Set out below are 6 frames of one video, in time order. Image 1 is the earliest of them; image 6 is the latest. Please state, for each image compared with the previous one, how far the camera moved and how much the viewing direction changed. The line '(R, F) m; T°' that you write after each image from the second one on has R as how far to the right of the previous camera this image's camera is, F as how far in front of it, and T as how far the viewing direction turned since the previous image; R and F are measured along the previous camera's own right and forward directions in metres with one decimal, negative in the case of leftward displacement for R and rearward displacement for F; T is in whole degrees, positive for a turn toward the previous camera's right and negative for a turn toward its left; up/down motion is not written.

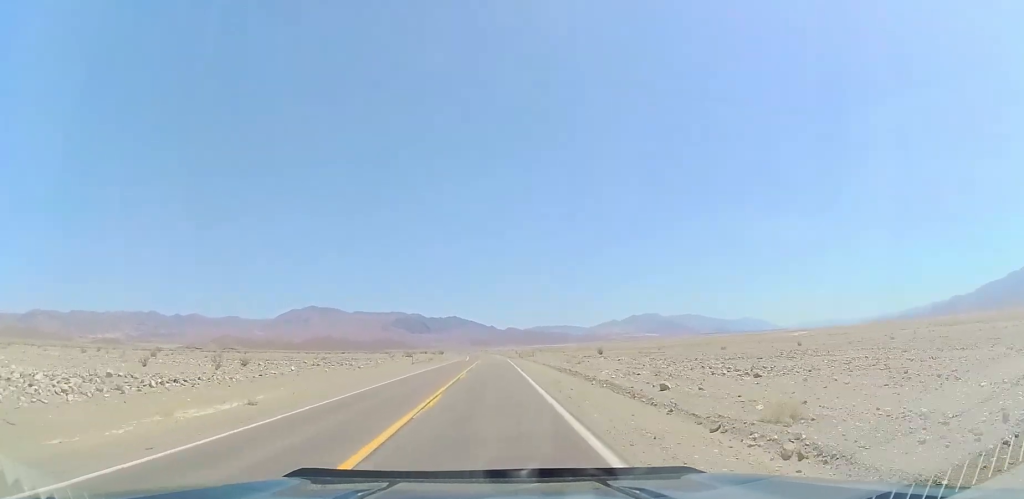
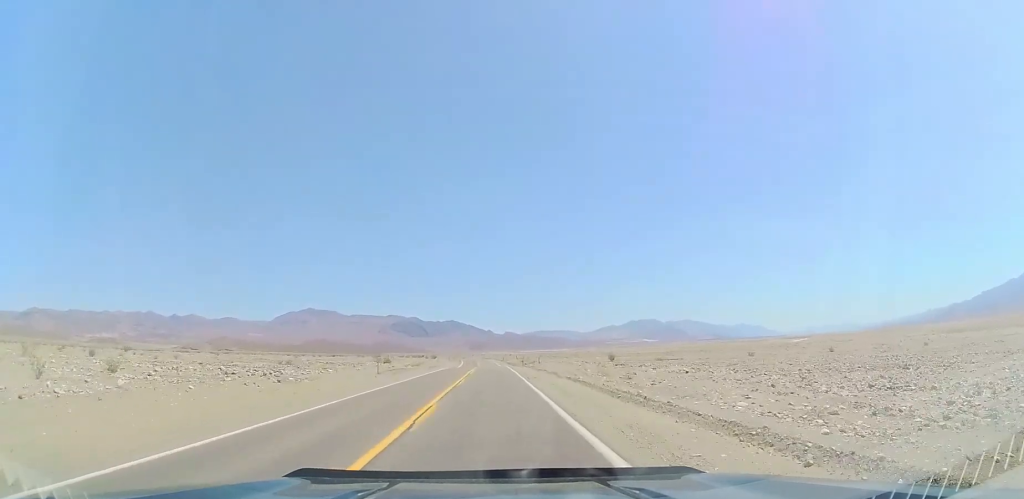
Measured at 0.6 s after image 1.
(+0.6, +16.9) m; +1°
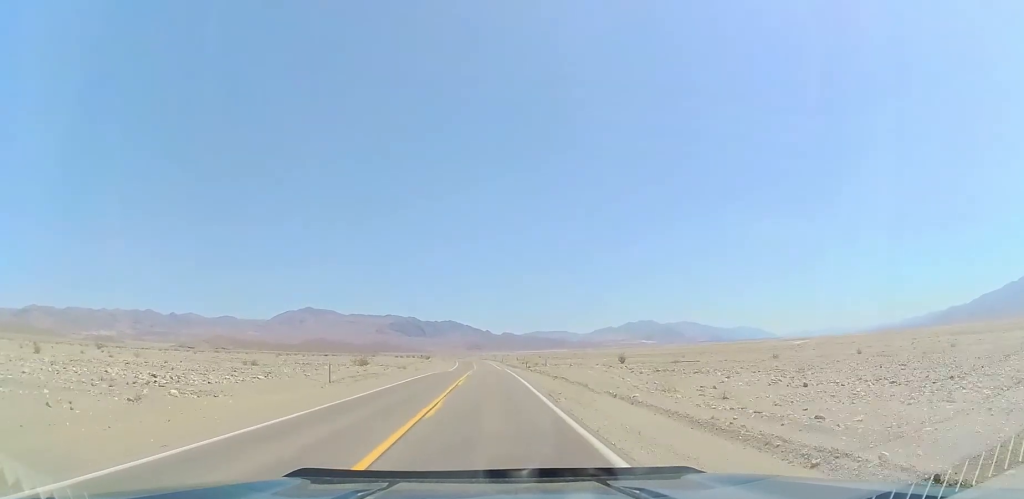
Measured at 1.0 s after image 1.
(-0.3, +12.4) m; -1°
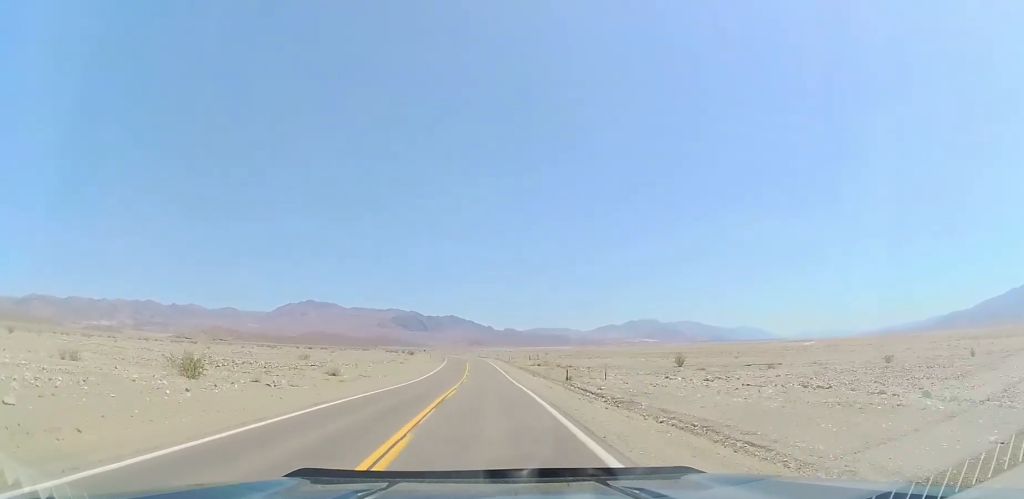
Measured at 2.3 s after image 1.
(-0.4, +36.4) m; -1°
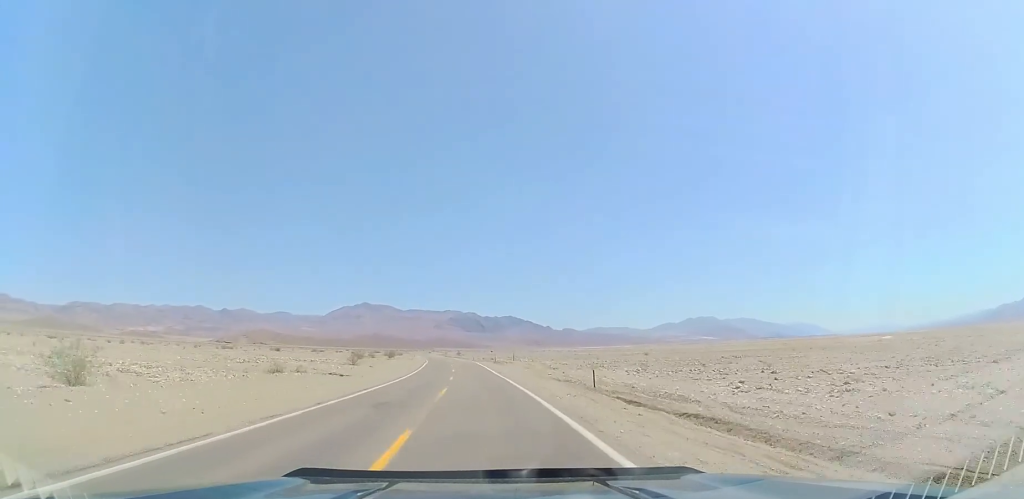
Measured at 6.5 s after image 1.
(-2.8, +122.7) m; -5°
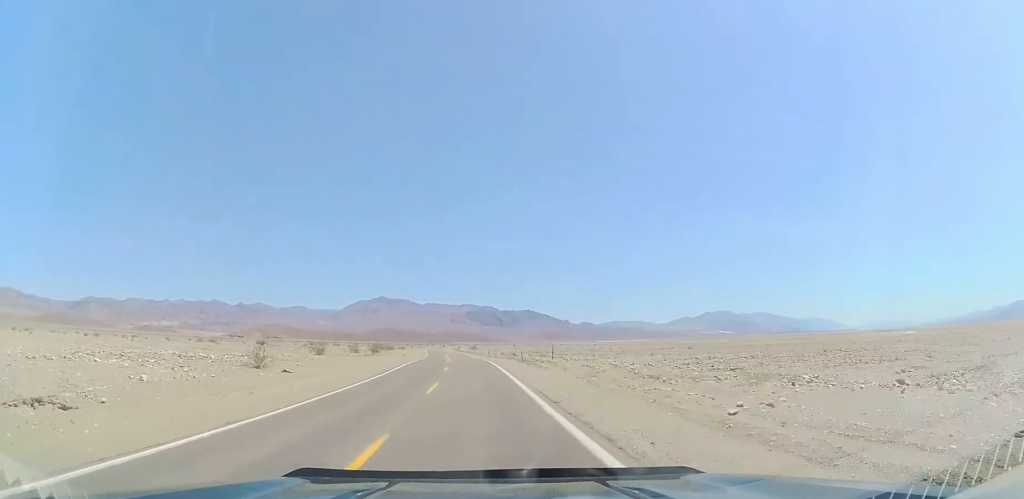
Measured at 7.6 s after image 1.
(-1.0, +31.4) m; -3°
